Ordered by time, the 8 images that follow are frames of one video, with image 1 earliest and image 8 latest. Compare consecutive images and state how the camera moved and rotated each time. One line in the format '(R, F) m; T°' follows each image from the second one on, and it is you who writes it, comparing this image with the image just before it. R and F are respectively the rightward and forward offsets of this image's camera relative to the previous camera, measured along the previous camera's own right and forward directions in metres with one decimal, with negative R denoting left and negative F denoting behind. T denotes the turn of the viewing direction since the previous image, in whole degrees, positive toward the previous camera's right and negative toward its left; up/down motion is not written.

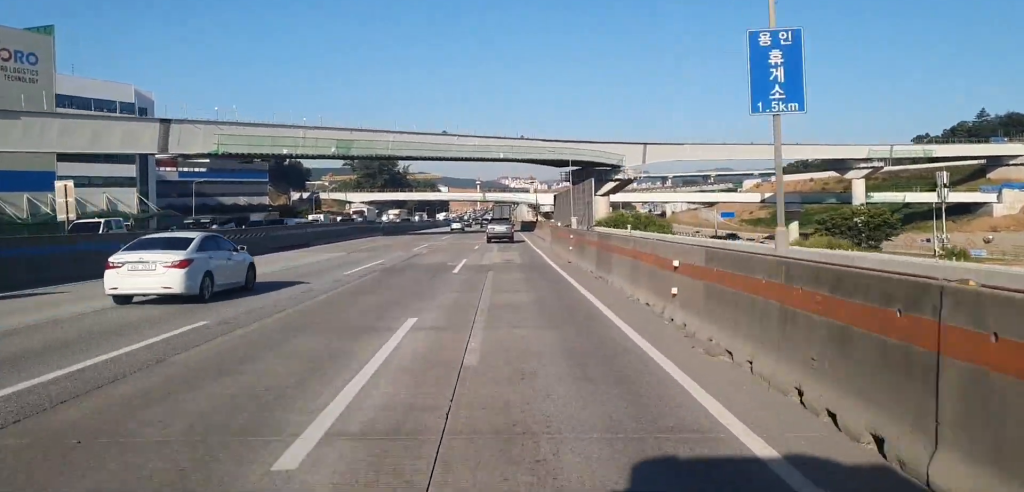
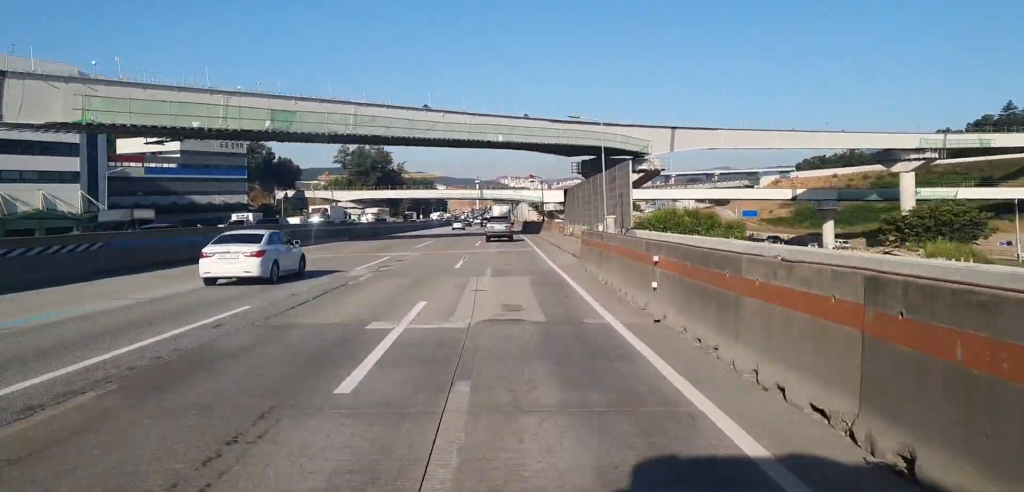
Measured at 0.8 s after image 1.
(0.0, +17.1) m; 0°
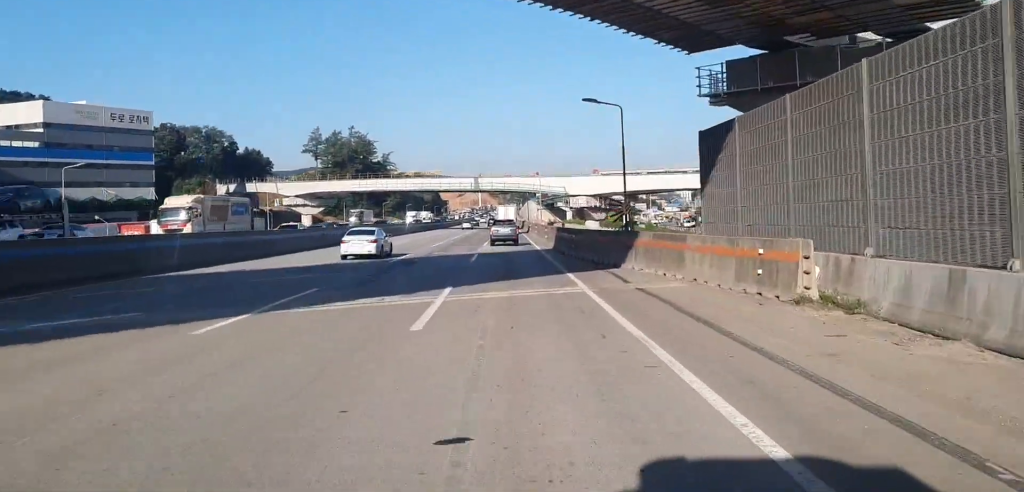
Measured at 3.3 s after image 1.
(0.0, +53.8) m; 0°
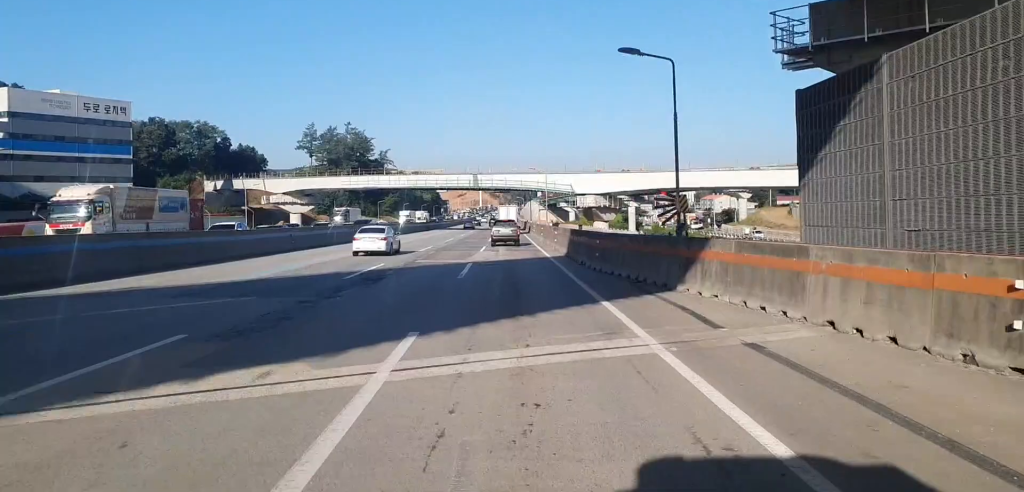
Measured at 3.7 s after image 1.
(0.0, +8.6) m; 0°
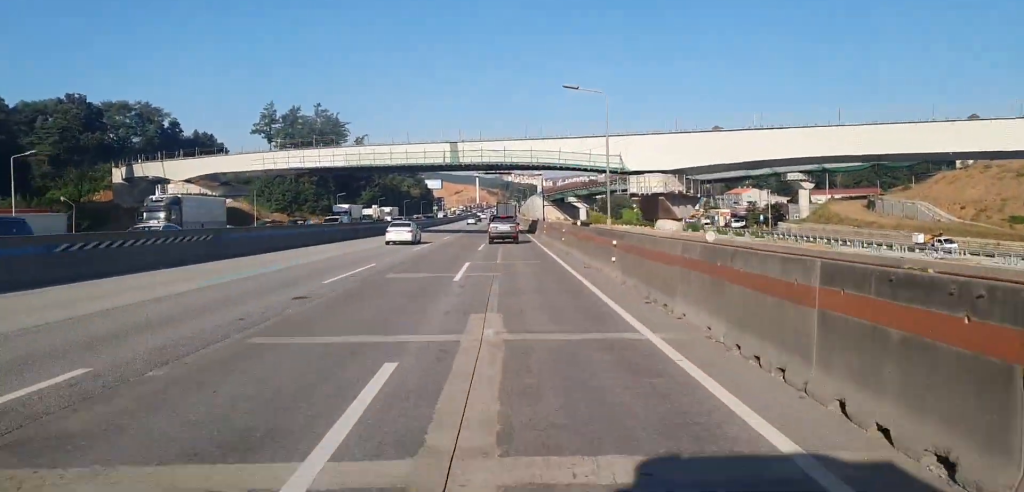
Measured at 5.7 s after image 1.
(+0.1, +41.4) m; 0°
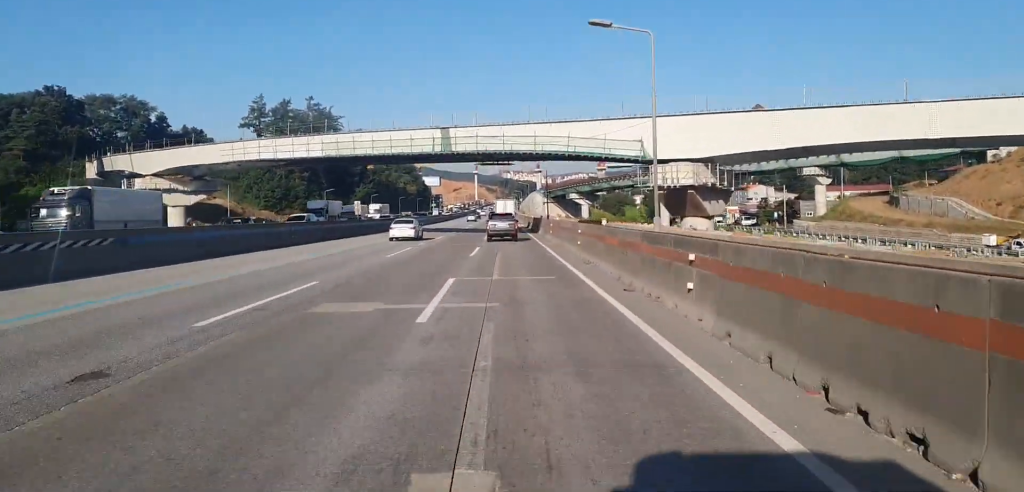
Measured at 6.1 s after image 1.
(0.0, +8.8) m; 0°
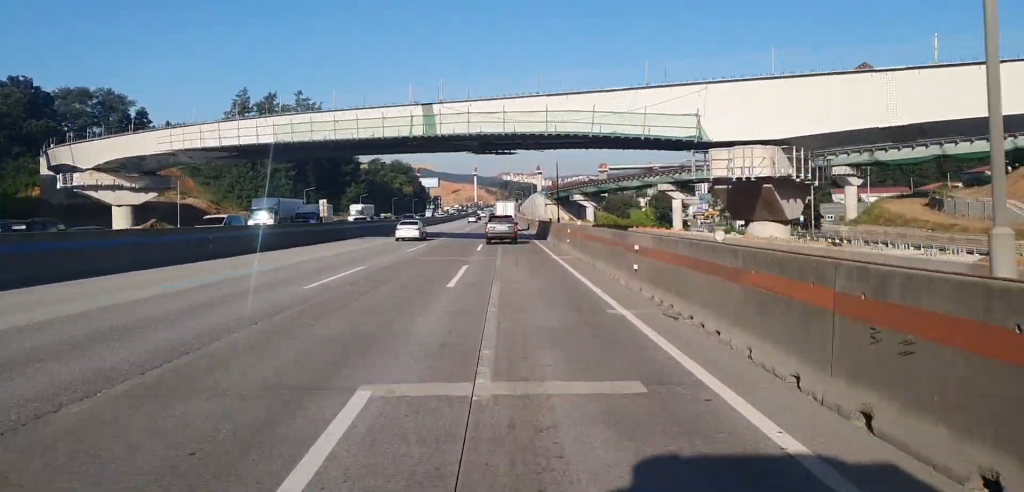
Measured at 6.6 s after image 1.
(0.0, +12.4) m; 0°
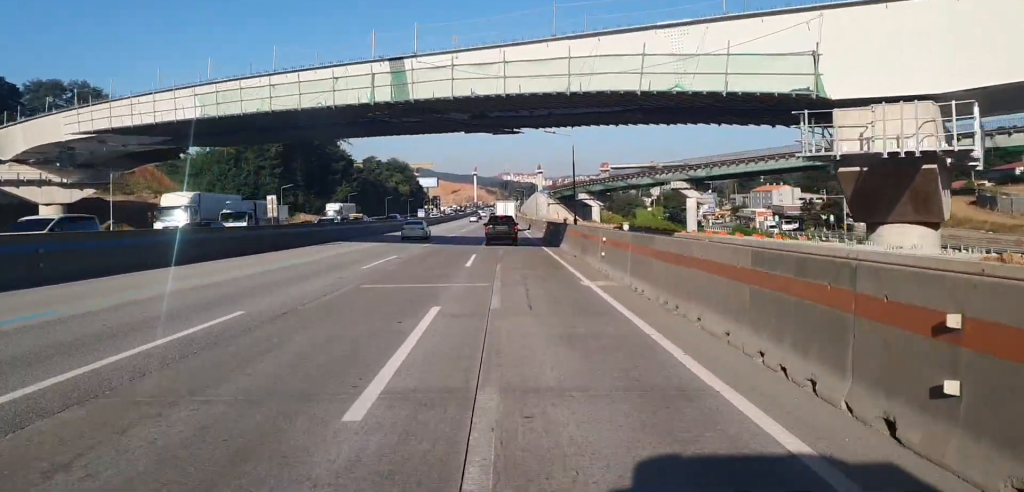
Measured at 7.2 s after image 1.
(0.0, +12.4) m; 0°
